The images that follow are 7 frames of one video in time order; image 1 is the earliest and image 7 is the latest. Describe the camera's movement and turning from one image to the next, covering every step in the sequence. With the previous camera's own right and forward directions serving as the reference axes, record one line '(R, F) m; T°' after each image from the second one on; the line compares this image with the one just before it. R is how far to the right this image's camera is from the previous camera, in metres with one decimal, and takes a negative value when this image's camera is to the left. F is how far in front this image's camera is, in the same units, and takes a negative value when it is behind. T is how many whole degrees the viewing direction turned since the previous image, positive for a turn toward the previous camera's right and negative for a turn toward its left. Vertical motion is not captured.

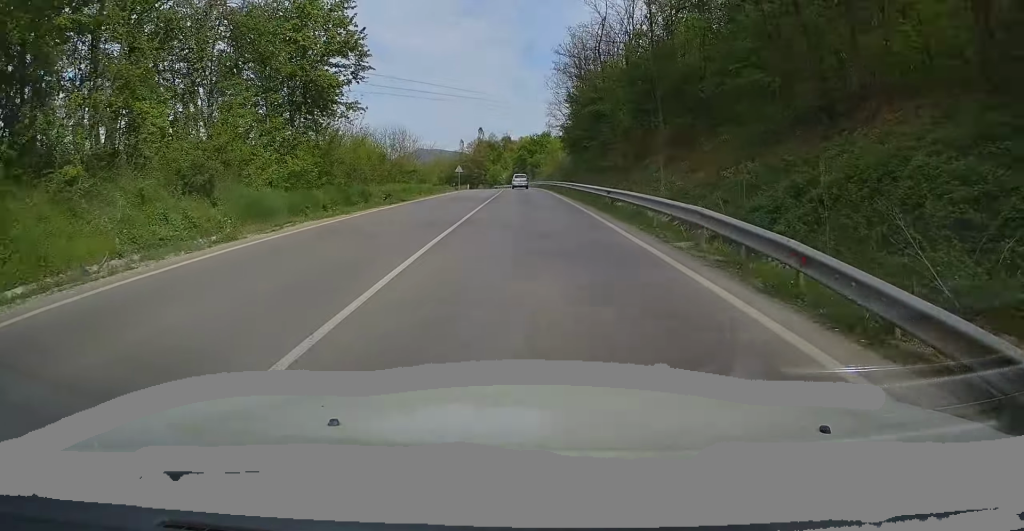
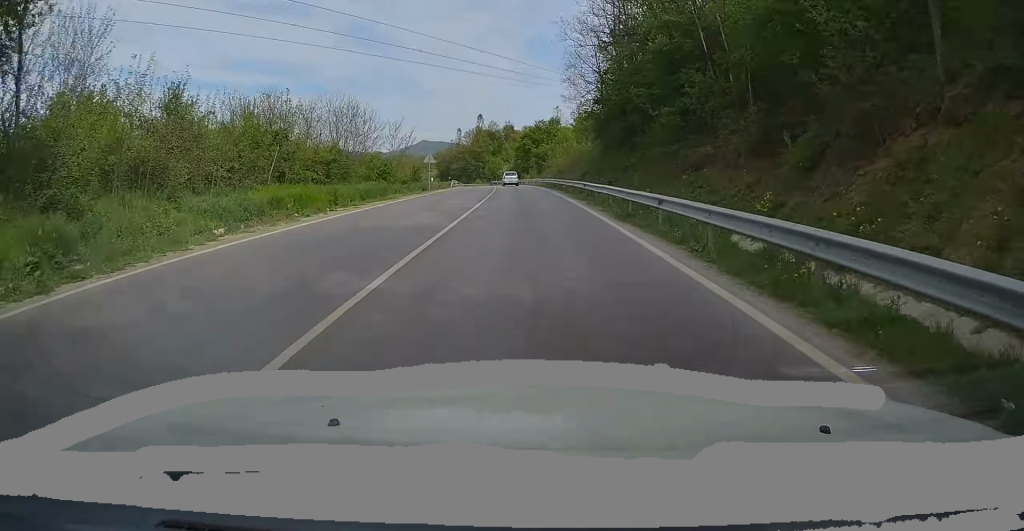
(-0.3, +24.6) m; -1°
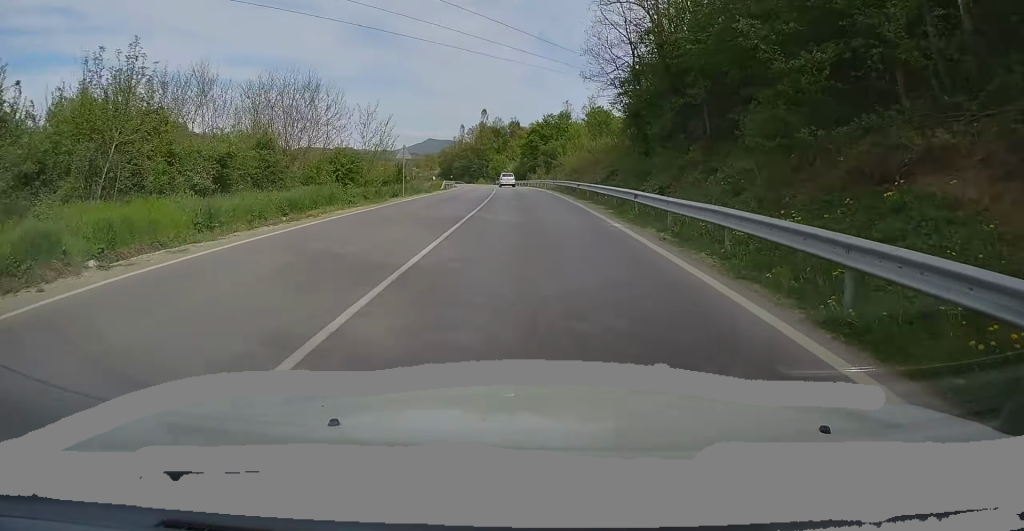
(0.0, +12.5) m; 0°
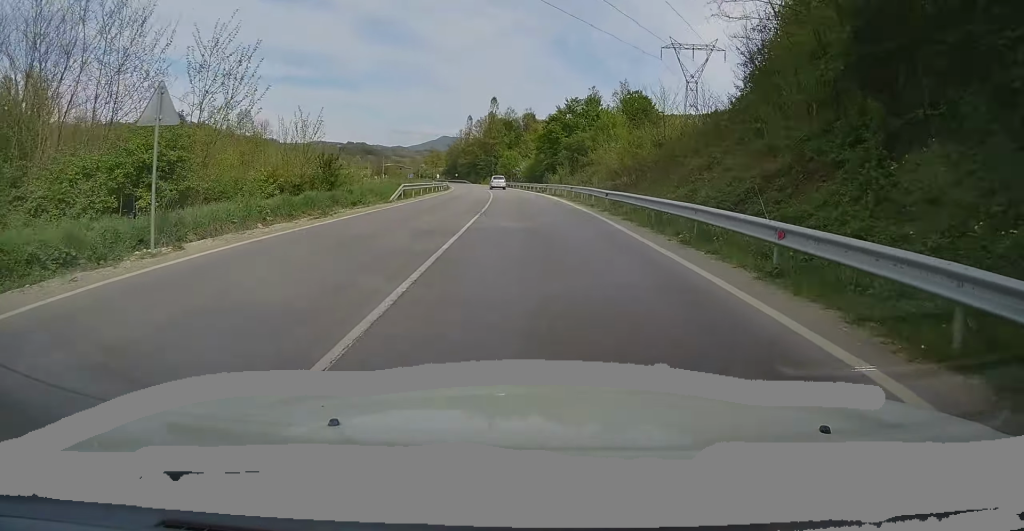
(0.0, +25.7) m; -1°
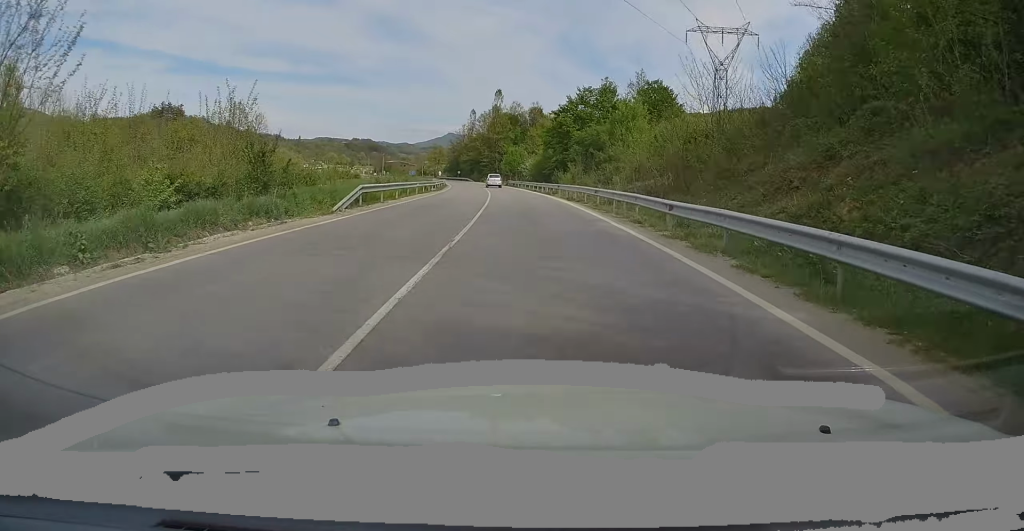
(-0.1, +9.8) m; -1°
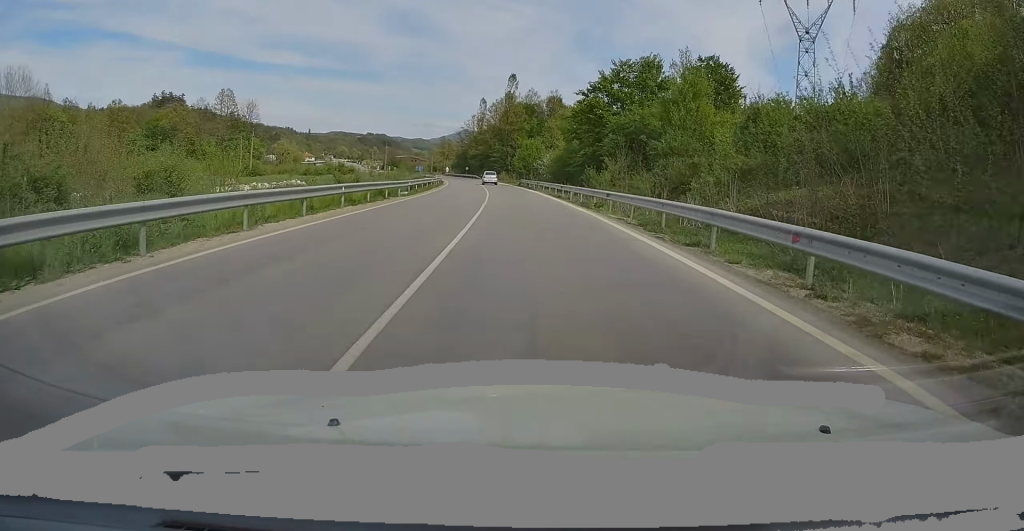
(-0.3, +19.0) m; -1°
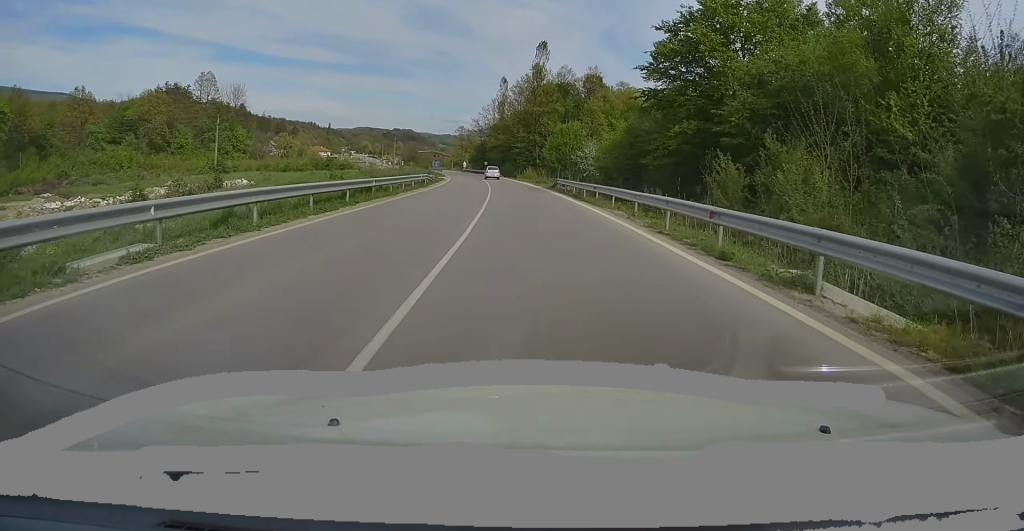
(-0.2, +27.9) m; -2°
